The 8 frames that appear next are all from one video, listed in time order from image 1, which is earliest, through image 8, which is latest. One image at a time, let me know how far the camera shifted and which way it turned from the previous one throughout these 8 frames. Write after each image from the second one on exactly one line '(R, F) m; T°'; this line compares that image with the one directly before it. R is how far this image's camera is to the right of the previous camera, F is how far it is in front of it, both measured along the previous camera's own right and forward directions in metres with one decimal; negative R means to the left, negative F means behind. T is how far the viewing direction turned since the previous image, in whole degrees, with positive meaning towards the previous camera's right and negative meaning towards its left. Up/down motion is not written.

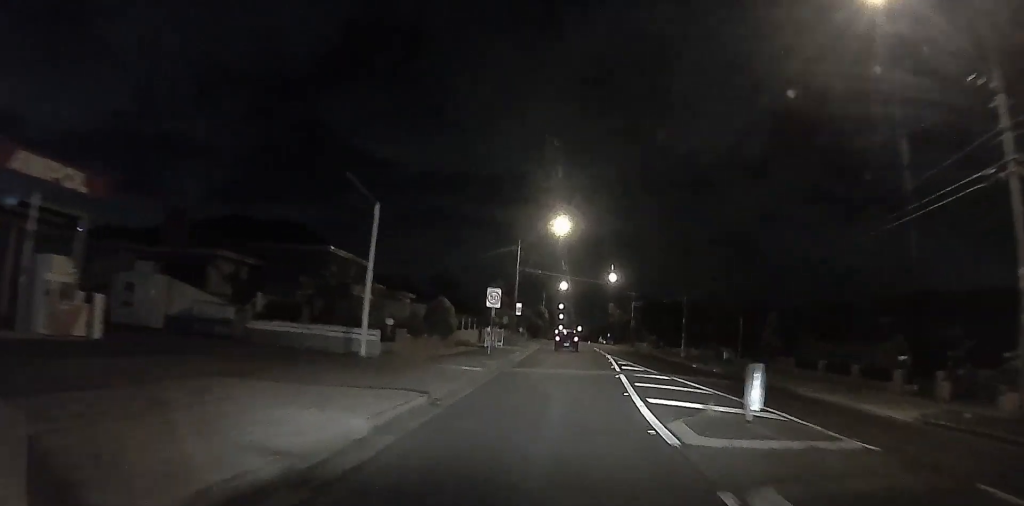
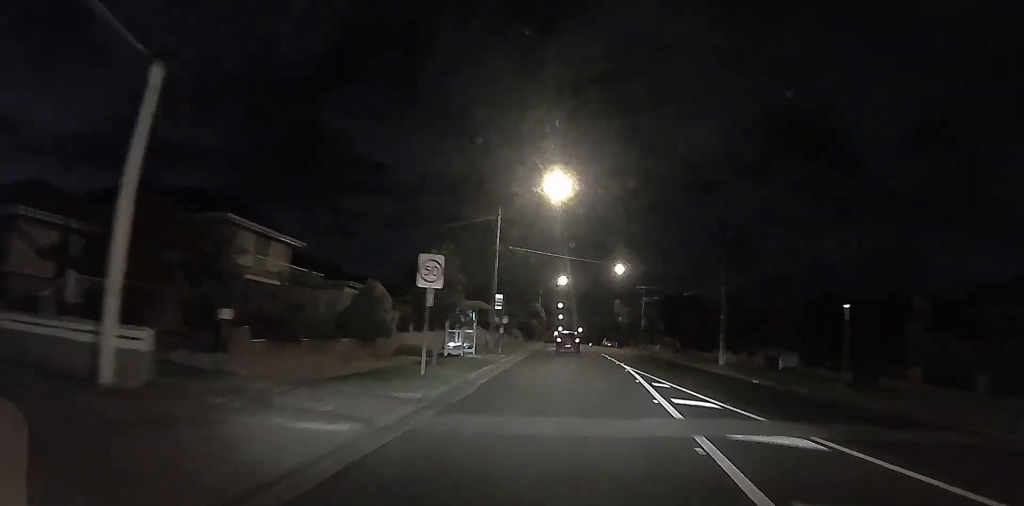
(0.0, +15.5) m; 0°
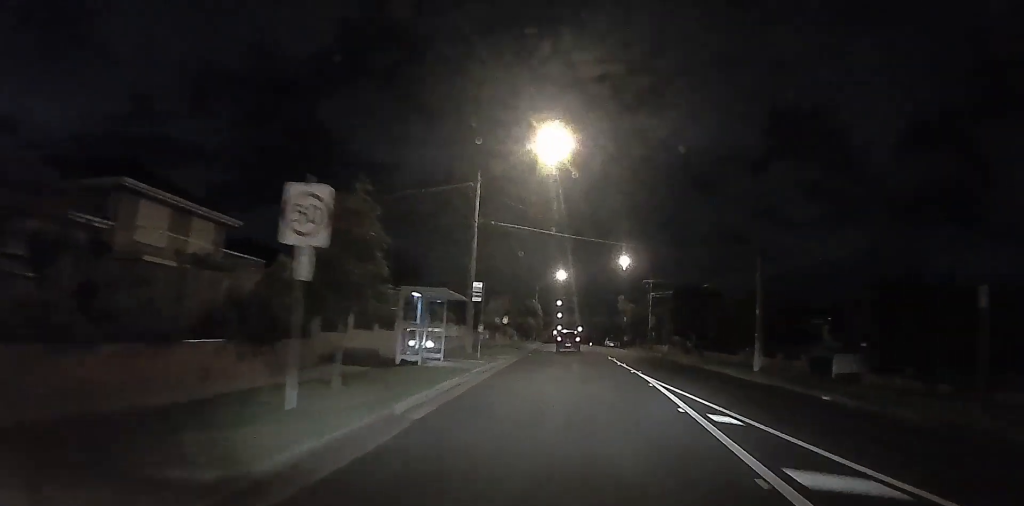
(-0.1, +8.6) m; +1°
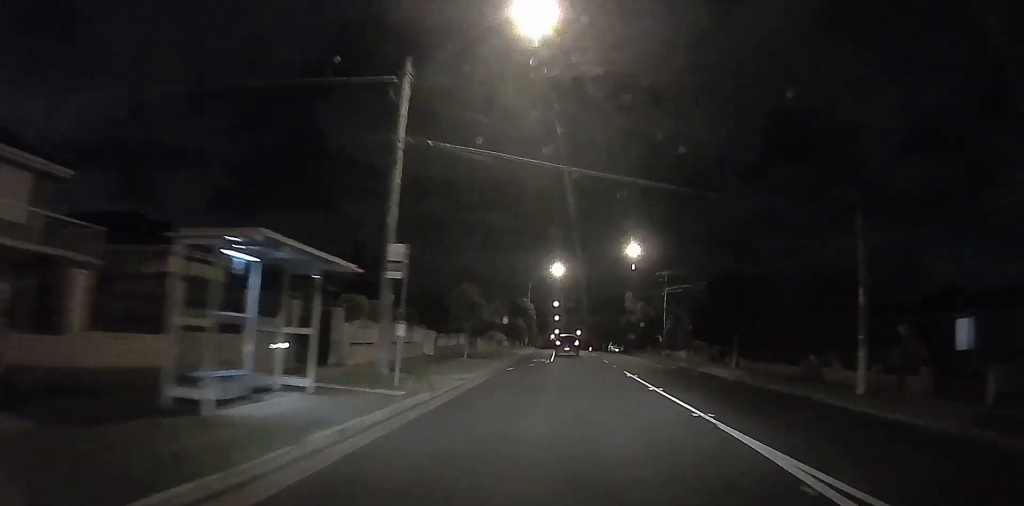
(+0.3, +12.3) m; +2°
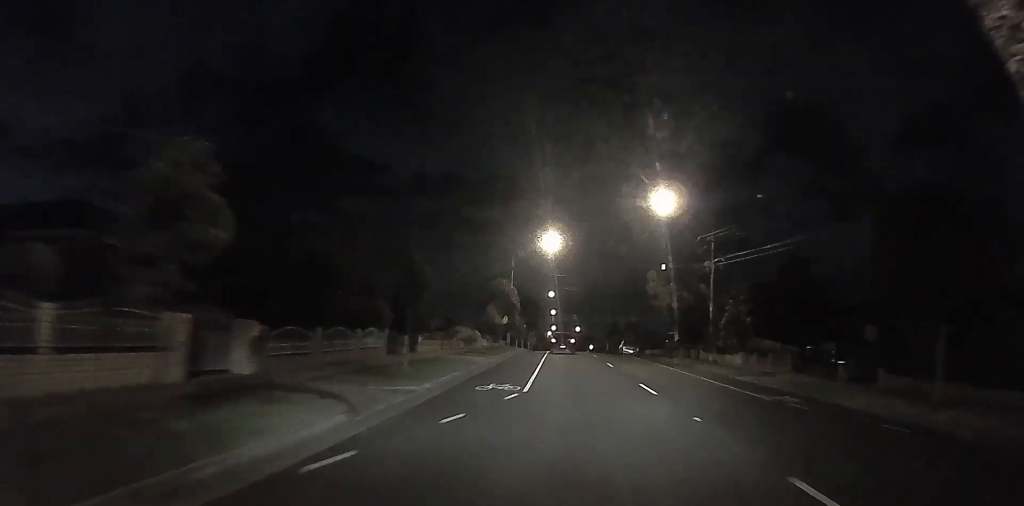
(-0.2, +17.0) m; -5°
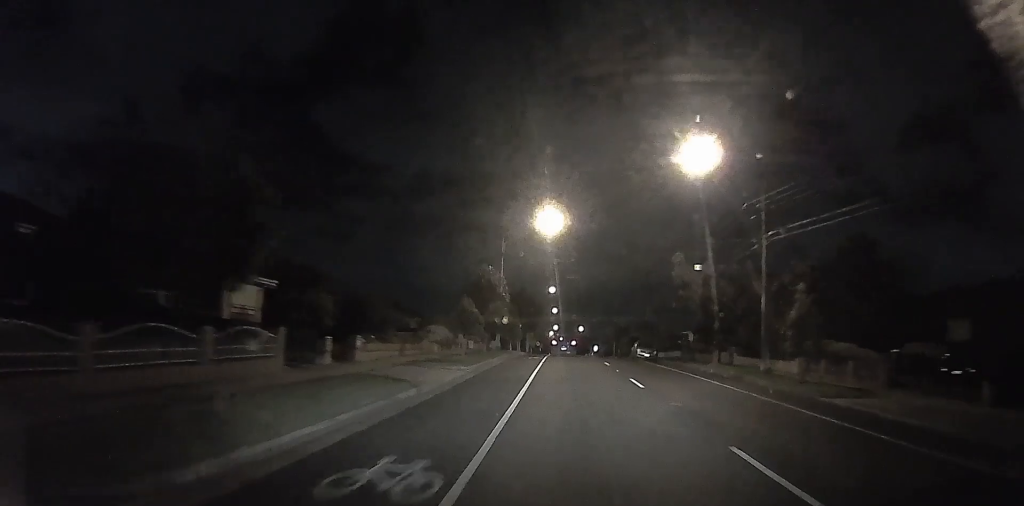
(-0.4, +7.4) m; -3°
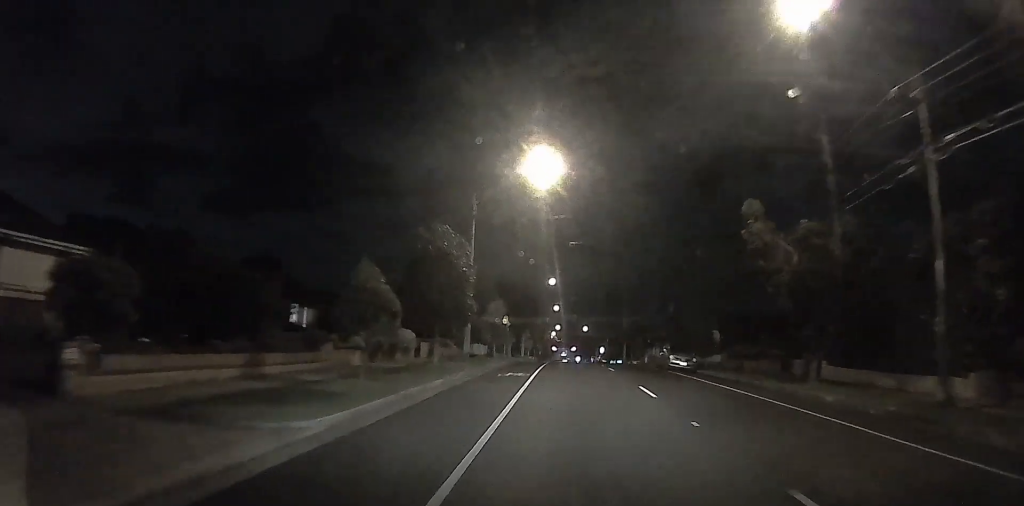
(+0.2, +11.1) m; +4°
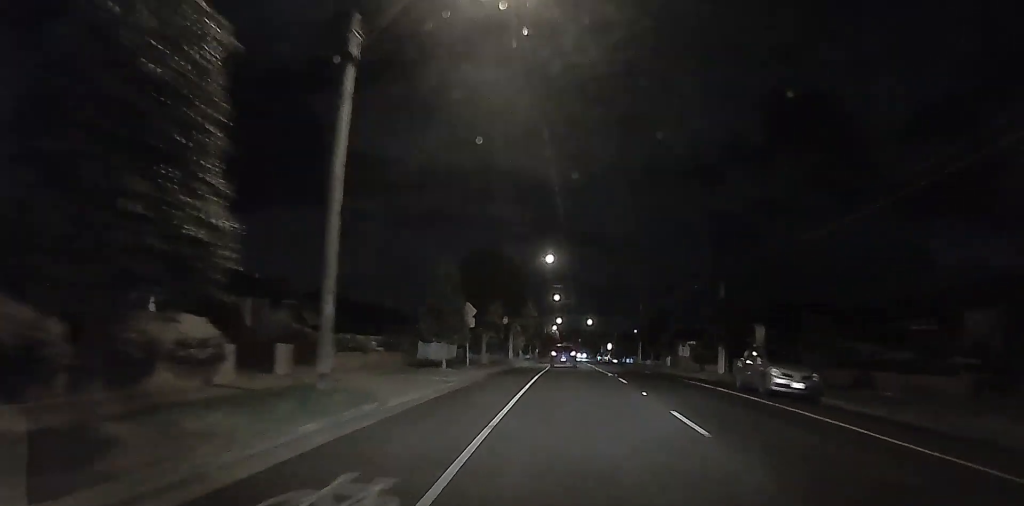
(0.0, +16.6) m; -1°
